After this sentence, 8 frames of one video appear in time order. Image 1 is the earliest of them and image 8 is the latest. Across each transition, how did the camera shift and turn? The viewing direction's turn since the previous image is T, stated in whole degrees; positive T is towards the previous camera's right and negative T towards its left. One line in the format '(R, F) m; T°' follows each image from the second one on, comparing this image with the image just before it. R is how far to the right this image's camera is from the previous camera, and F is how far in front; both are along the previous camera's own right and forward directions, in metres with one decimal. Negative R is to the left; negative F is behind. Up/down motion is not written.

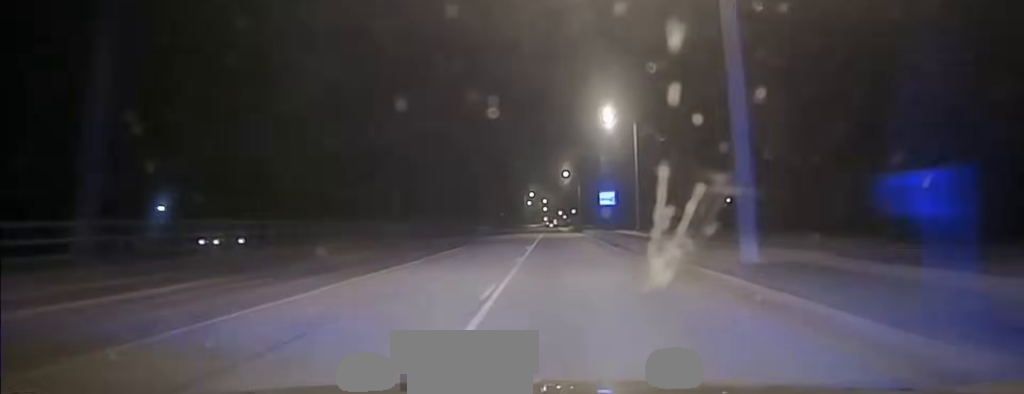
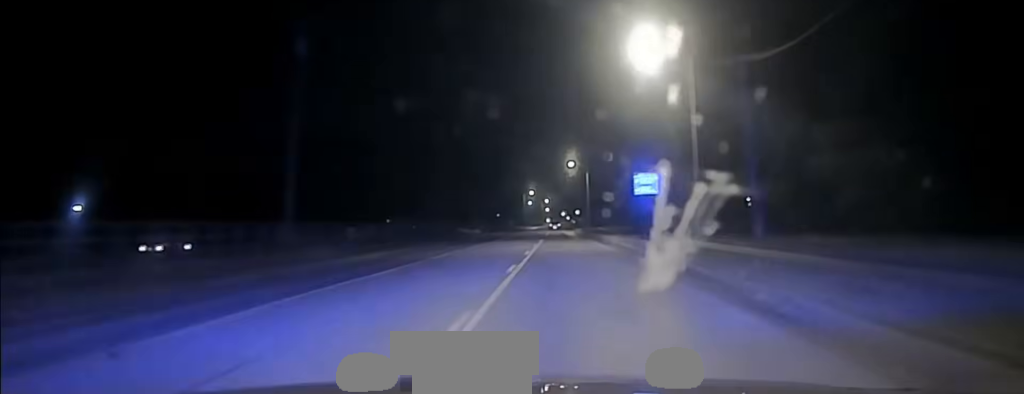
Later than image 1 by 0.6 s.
(-0.3, +28.5) m; 0°
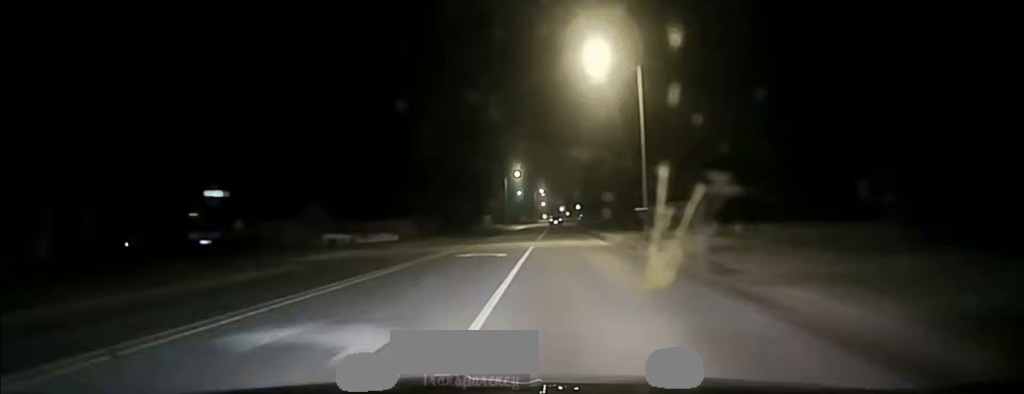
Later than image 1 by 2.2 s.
(+0.2, +76.6) m; 0°
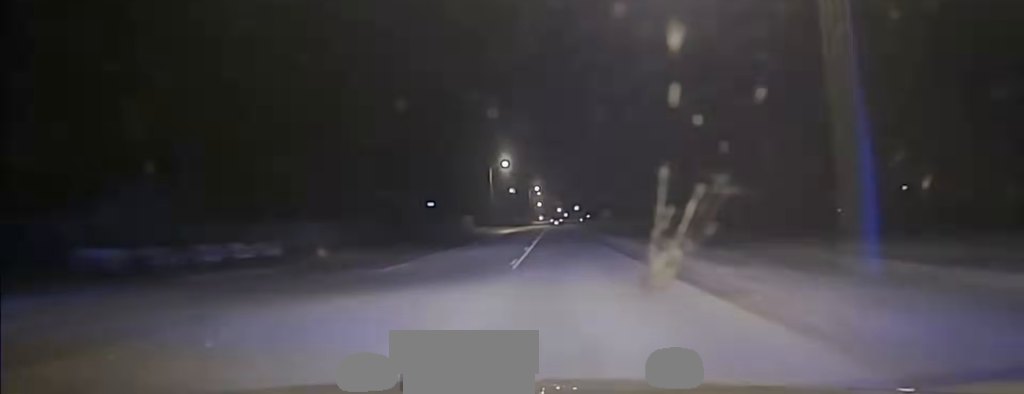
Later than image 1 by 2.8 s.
(-0.3, +30.9) m; 0°
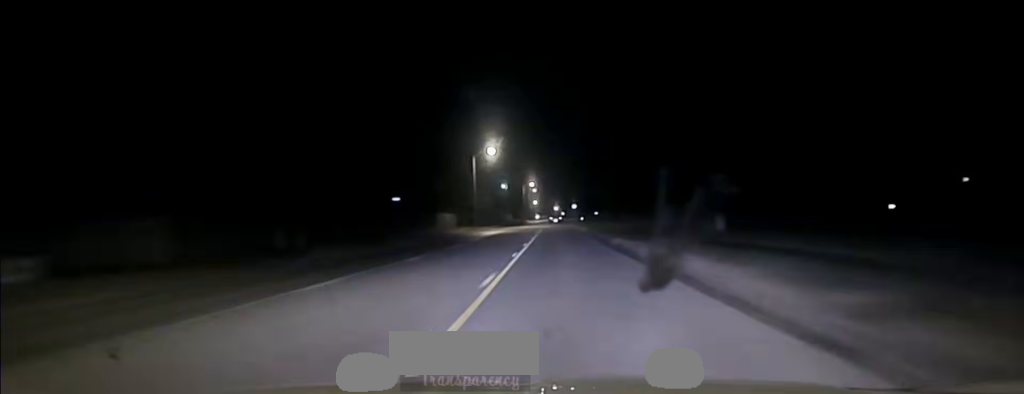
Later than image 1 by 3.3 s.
(+0.2, +22.0) m; 0°
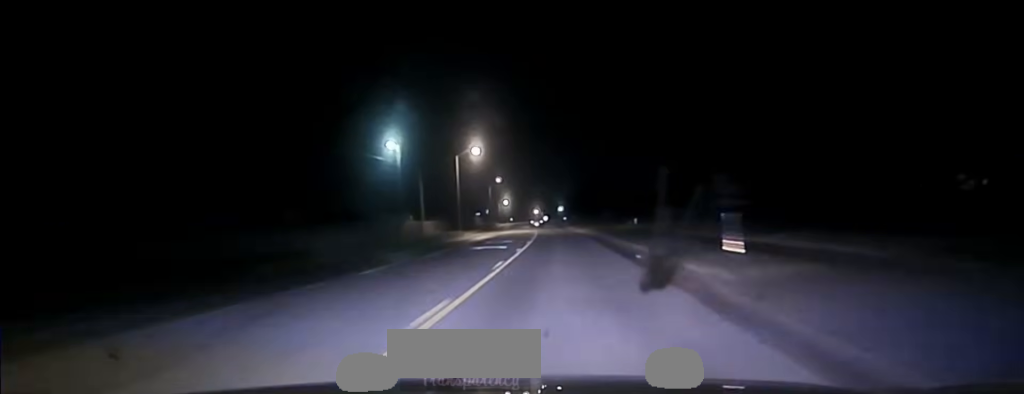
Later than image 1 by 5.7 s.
(+1.4, +120.5) m; +1°
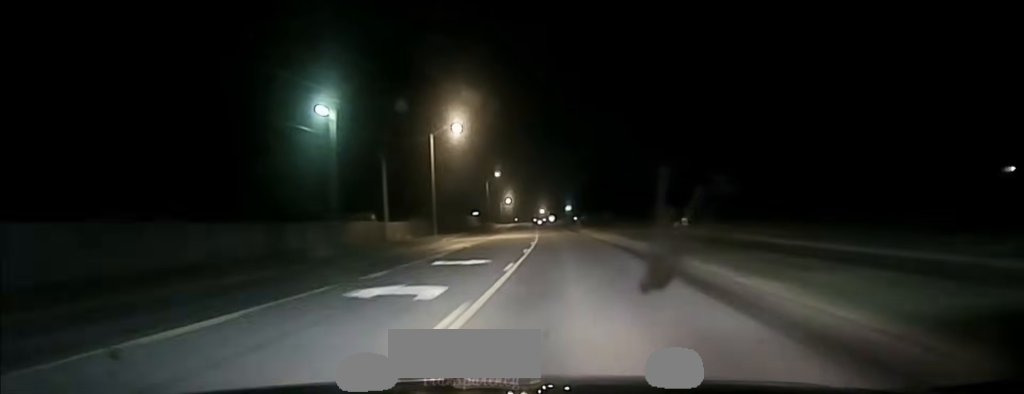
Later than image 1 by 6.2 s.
(0.0, +24.4) m; 0°
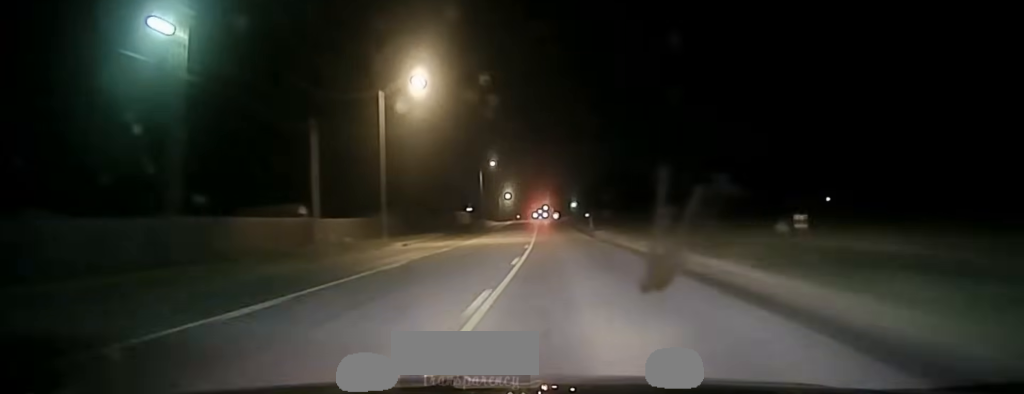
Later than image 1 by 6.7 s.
(+0.1, +21.1) m; 0°
